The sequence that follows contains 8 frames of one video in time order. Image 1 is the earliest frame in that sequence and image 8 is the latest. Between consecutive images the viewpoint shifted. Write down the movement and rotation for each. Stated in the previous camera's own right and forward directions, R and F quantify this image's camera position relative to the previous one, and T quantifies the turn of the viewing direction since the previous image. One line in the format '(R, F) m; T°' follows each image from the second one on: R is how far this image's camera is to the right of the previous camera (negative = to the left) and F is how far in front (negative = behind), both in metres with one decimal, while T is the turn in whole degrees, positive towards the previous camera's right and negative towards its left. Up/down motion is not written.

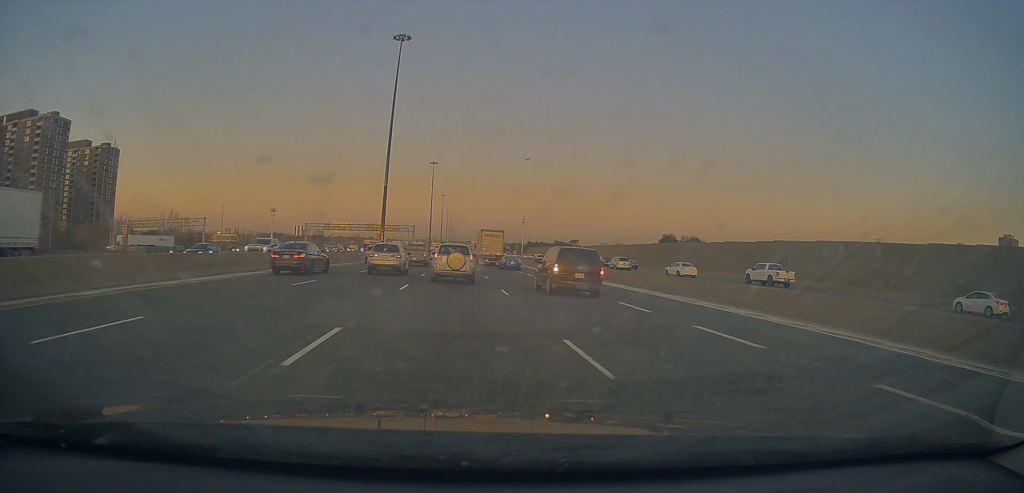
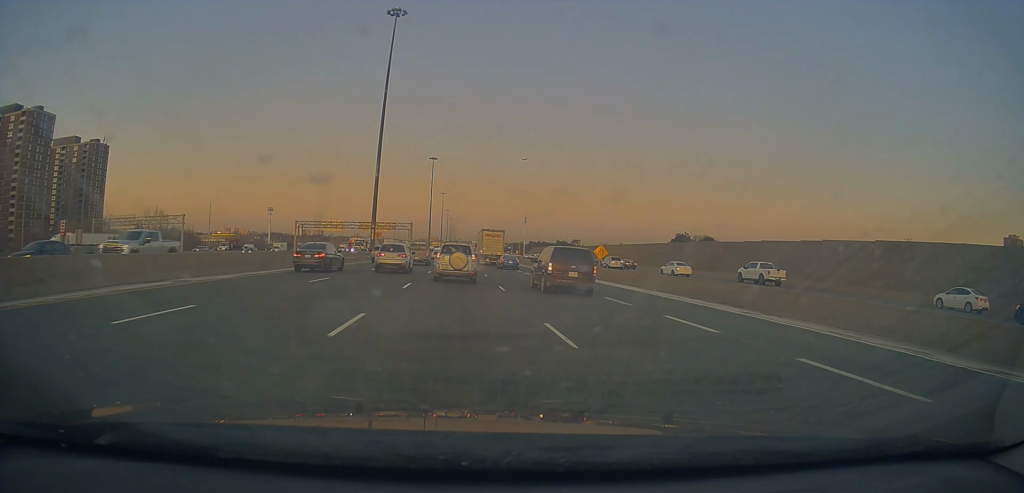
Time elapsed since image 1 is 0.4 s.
(+0.2, +10.2) m; +1°
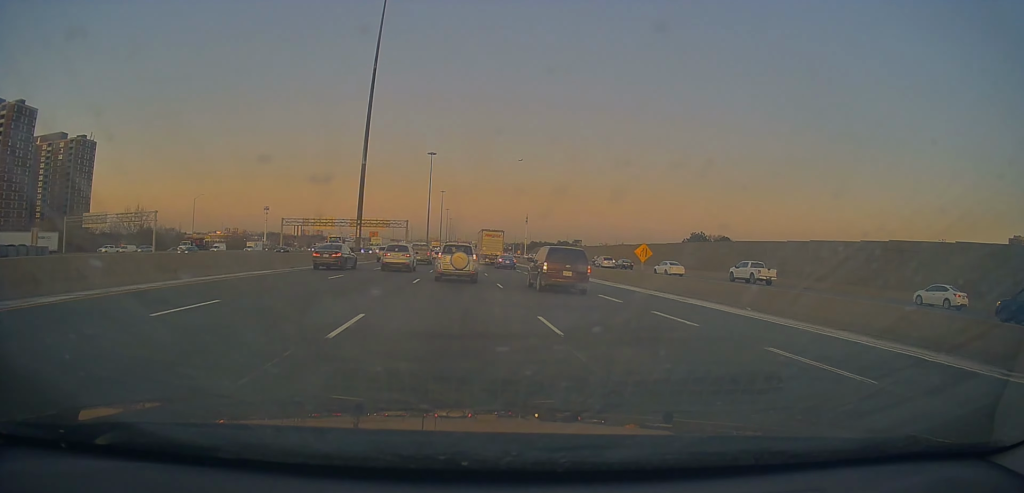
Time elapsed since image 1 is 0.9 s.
(0.0, +10.9) m; -1°
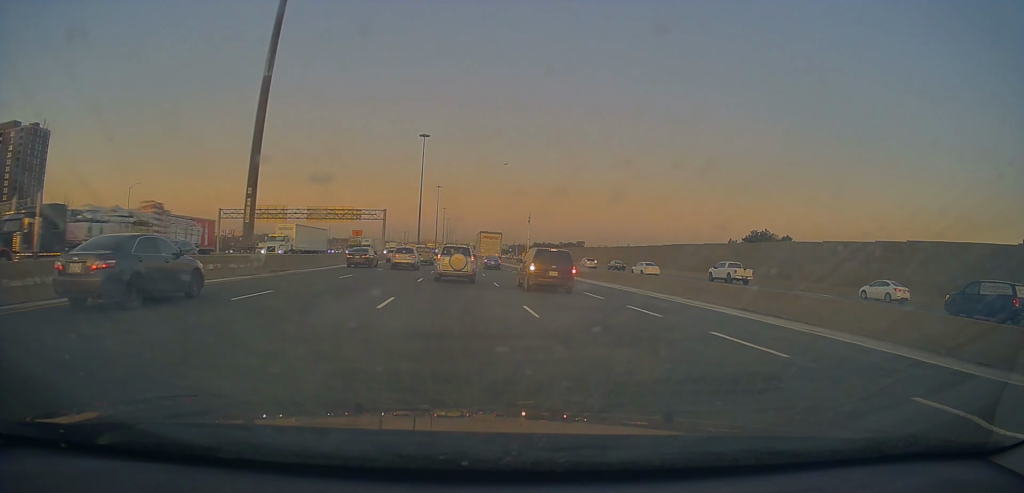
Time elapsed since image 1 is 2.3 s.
(-0.6, +33.9) m; -1°
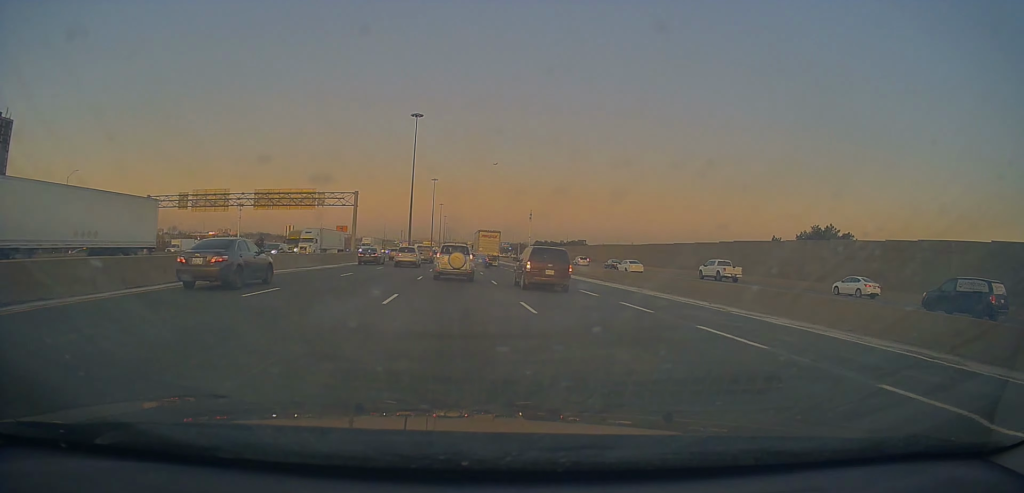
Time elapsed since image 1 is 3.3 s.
(+0.5, +23.4) m; +1°
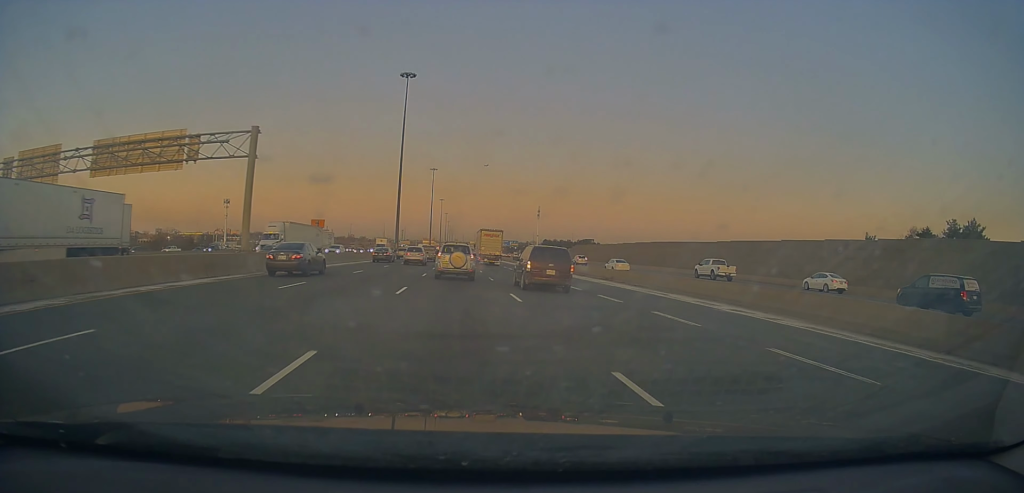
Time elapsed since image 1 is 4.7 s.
(+0.2, +33.5) m; 0°
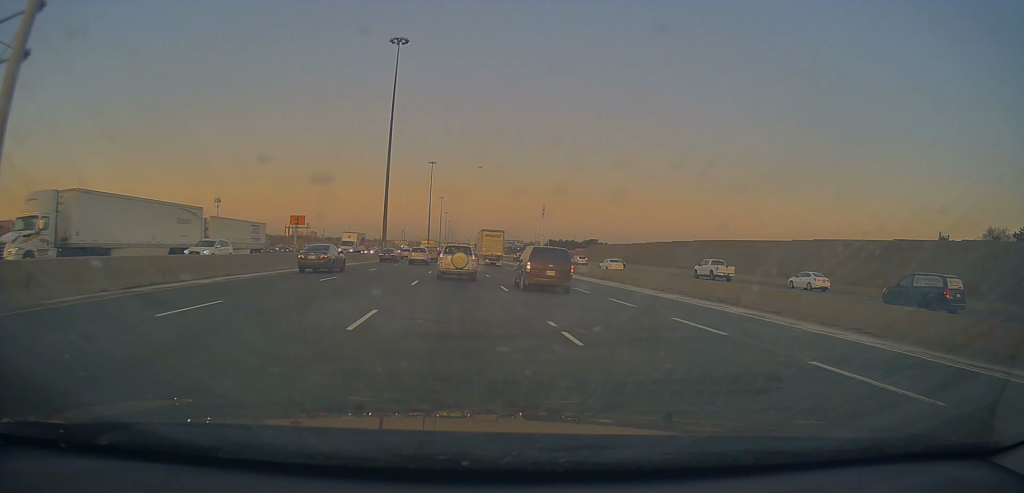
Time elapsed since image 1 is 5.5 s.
(-0.1, +19.5) m; 0°
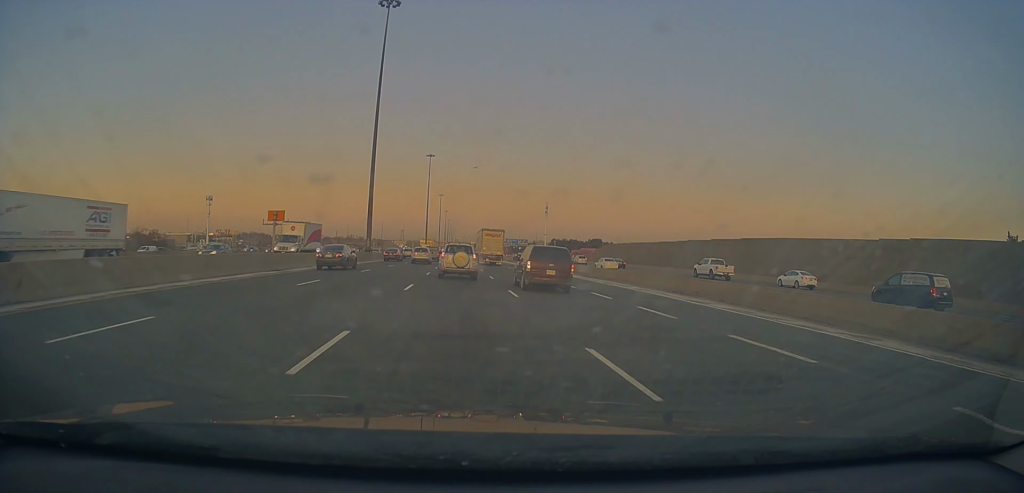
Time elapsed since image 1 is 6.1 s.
(+0.1, +15.5) m; -1°
